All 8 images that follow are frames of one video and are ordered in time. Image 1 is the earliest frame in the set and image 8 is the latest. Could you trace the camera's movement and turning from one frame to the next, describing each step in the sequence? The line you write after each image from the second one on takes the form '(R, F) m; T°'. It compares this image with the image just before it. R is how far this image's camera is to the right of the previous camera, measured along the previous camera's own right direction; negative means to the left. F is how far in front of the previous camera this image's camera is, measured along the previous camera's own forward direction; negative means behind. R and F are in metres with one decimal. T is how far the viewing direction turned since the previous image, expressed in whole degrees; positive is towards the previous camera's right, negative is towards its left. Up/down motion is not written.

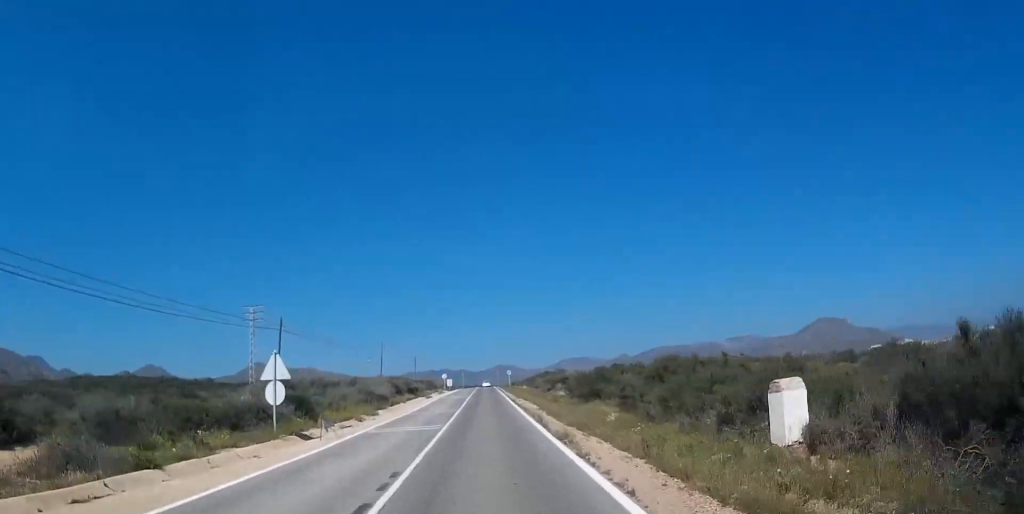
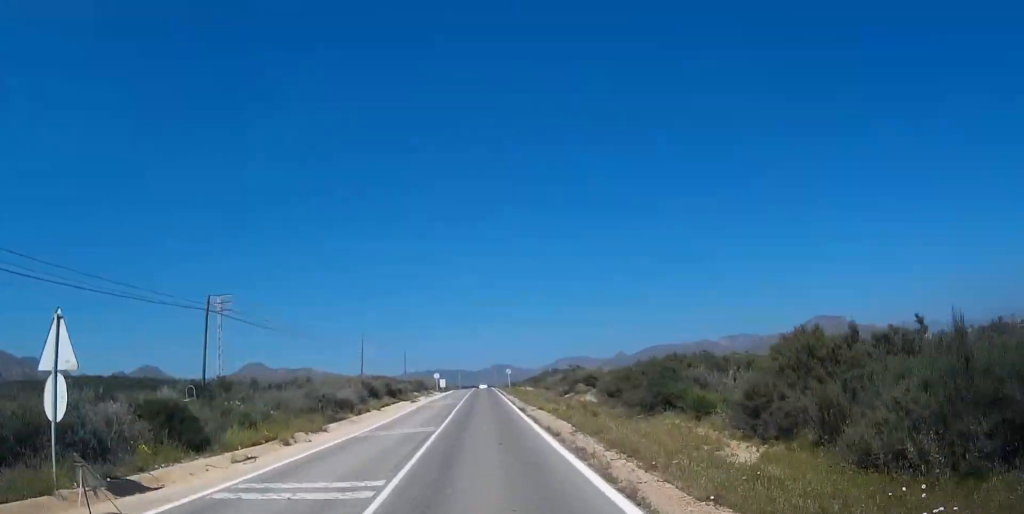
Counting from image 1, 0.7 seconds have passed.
(0.0, +12.3) m; 0°
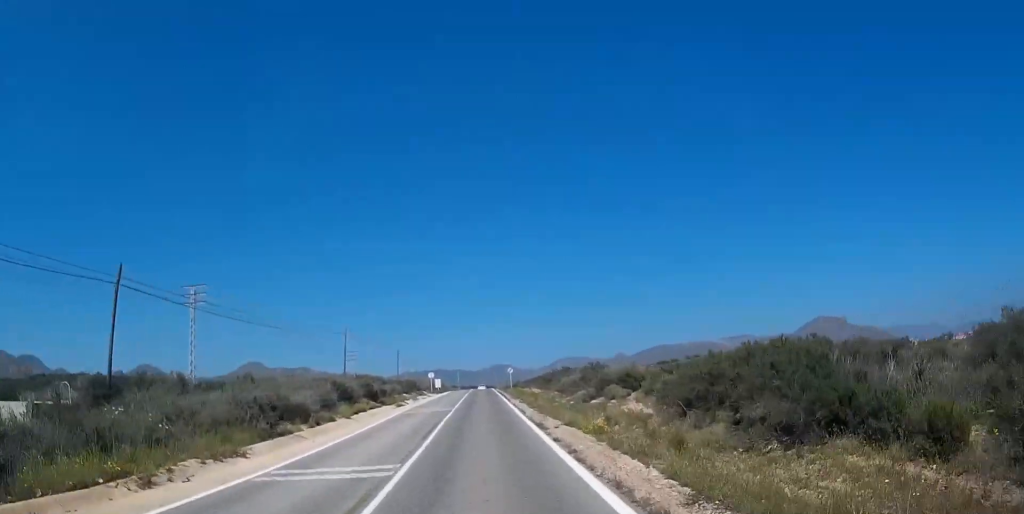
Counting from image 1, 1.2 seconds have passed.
(0.0, +9.4) m; 0°
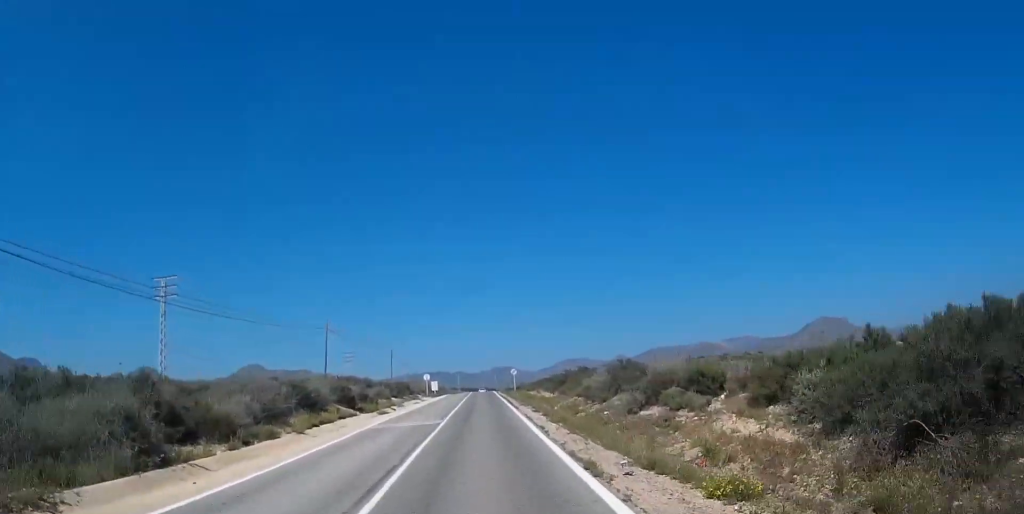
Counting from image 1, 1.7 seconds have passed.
(0.0, +8.9) m; 0°
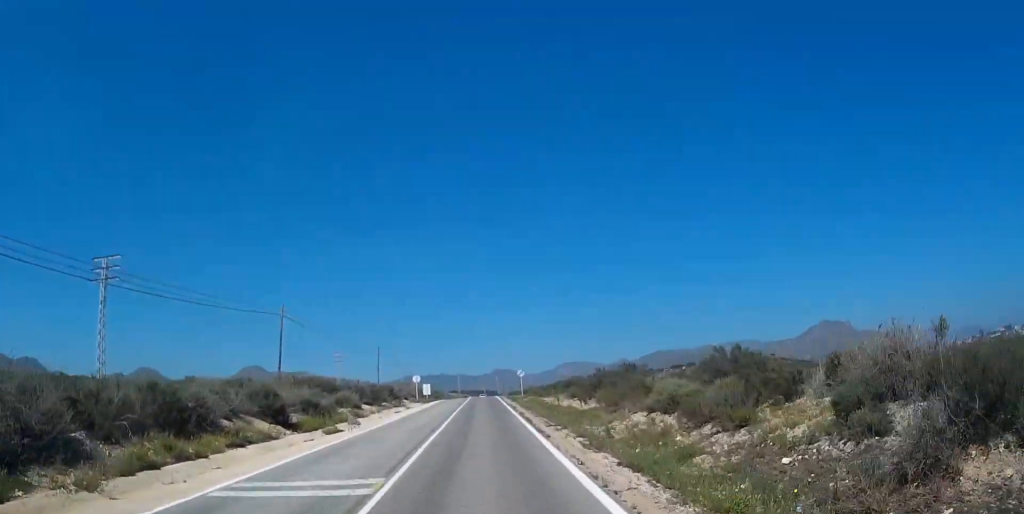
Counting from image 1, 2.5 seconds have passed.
(0.0, +14.3) m; 0°
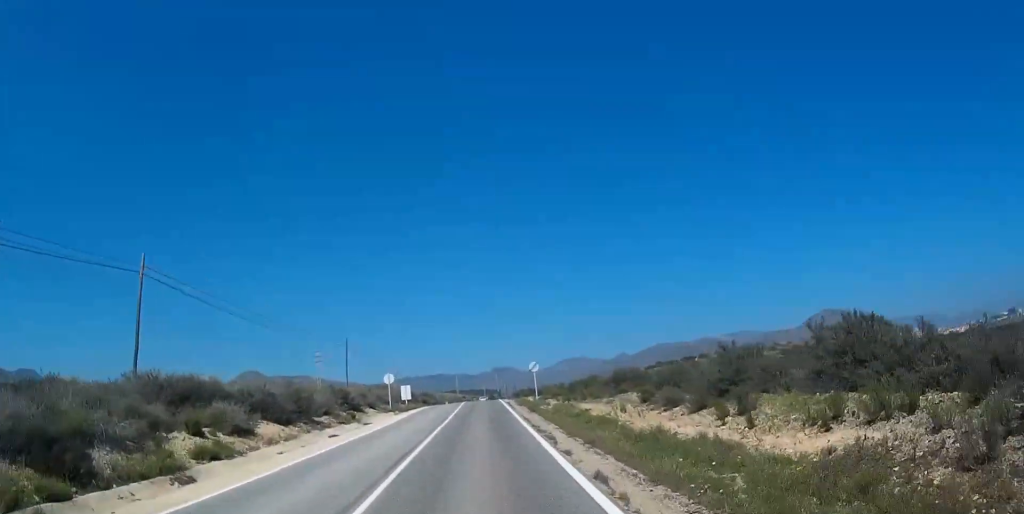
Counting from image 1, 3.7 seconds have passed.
(0.0, +20.5) m; 0°
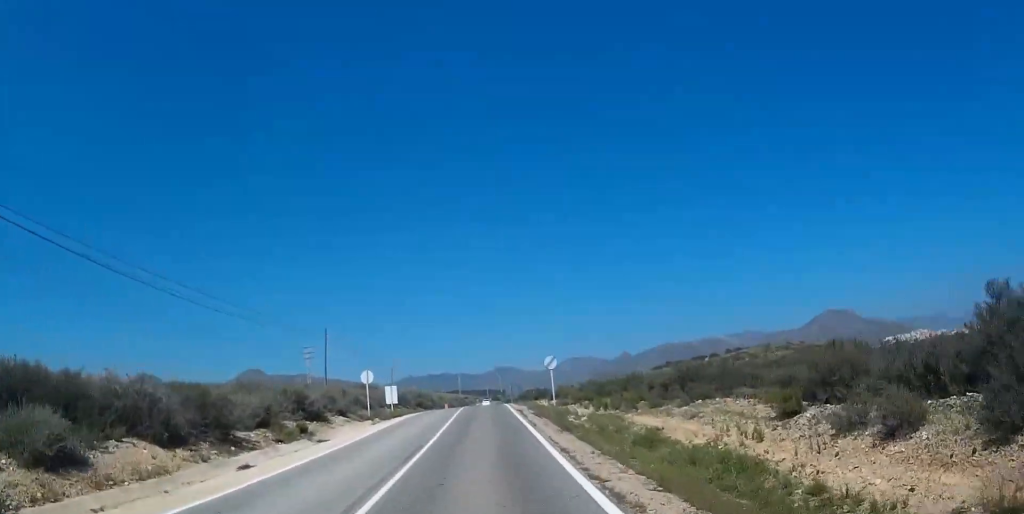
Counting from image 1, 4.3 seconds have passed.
(0.0, +10.9) m; 0°
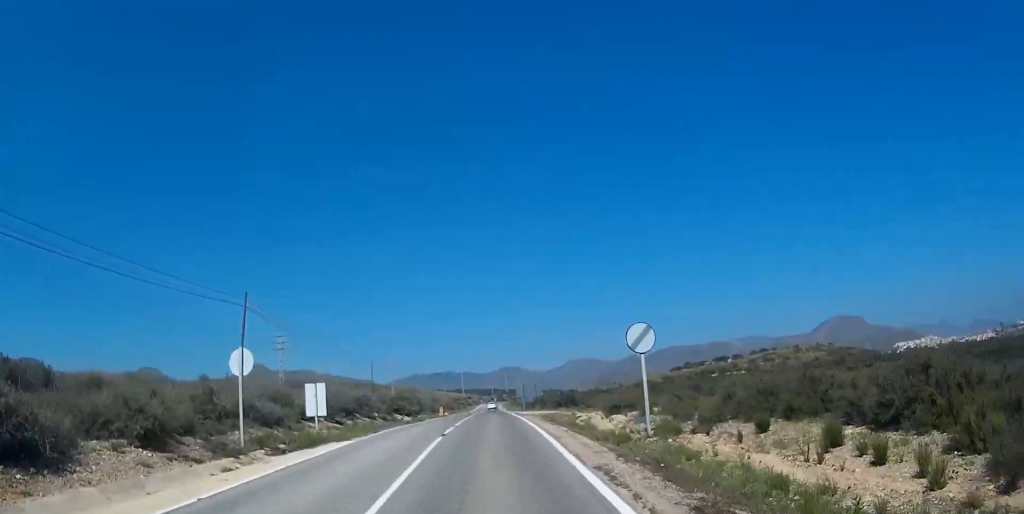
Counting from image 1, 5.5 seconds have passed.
(0.0, +22.7) m; 0°
